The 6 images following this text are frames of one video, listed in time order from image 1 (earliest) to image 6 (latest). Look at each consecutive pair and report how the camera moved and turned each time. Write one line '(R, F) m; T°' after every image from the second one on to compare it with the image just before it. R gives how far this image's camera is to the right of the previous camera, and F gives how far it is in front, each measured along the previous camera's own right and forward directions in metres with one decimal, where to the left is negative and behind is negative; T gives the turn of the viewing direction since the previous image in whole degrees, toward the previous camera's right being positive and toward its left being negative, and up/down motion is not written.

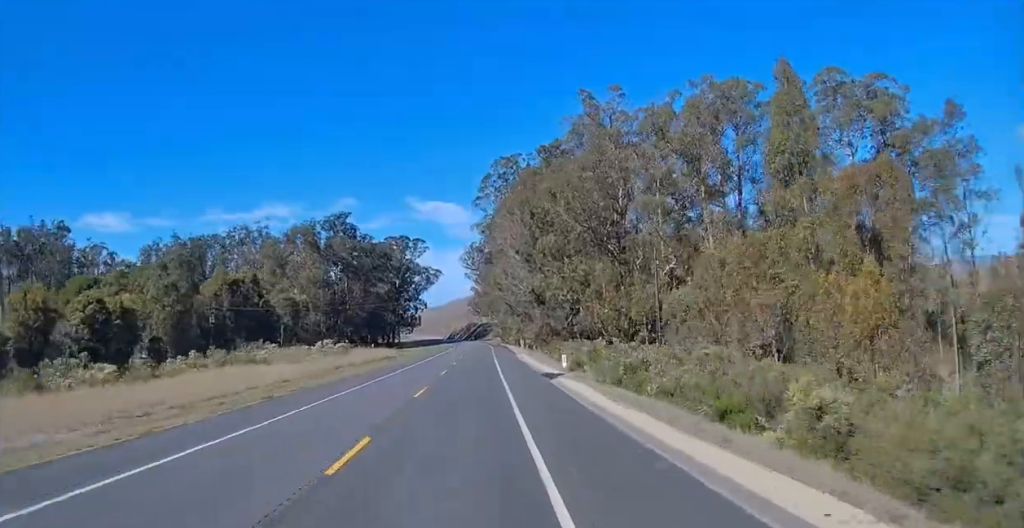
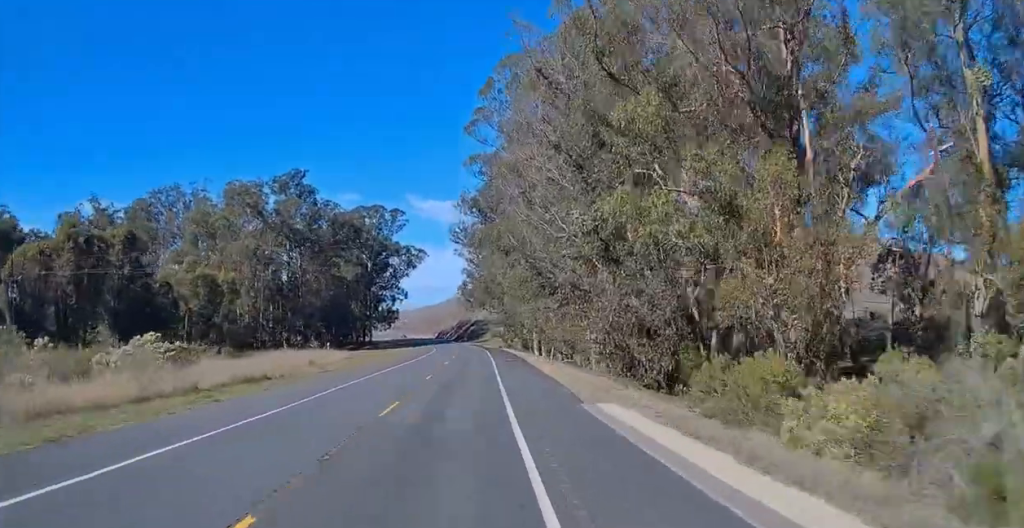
(+0.7, +51.3) m; 0°
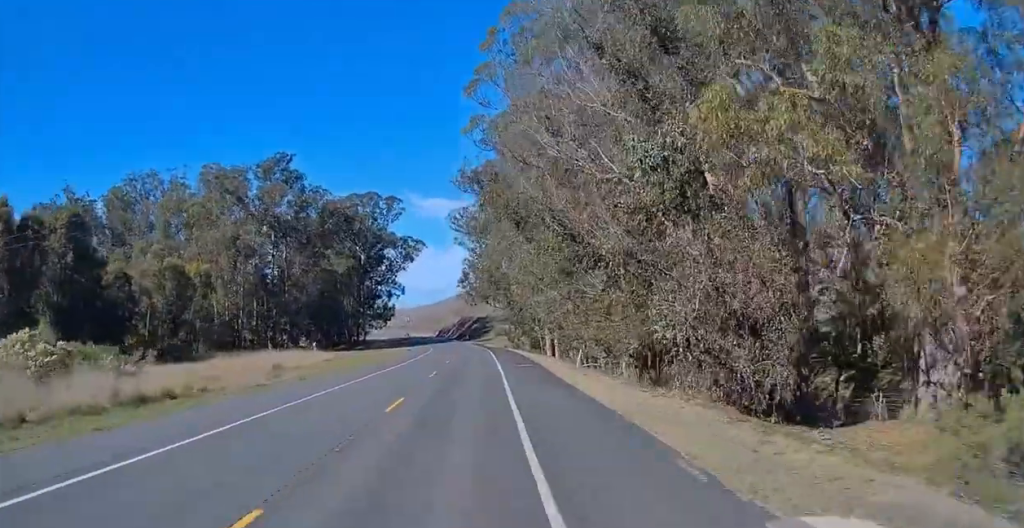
(-0.3, +15.6) m; -1°
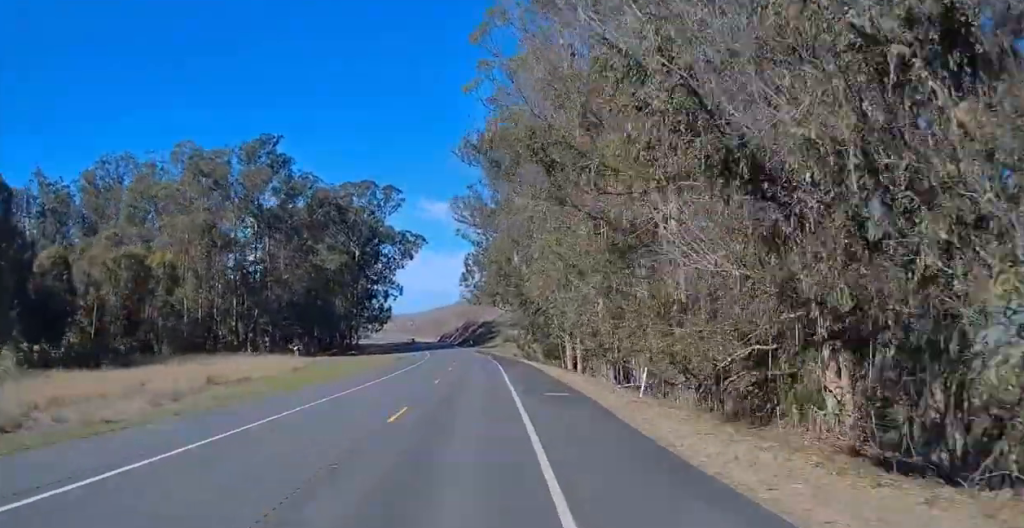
(-0.1, +16.2) m; 0°
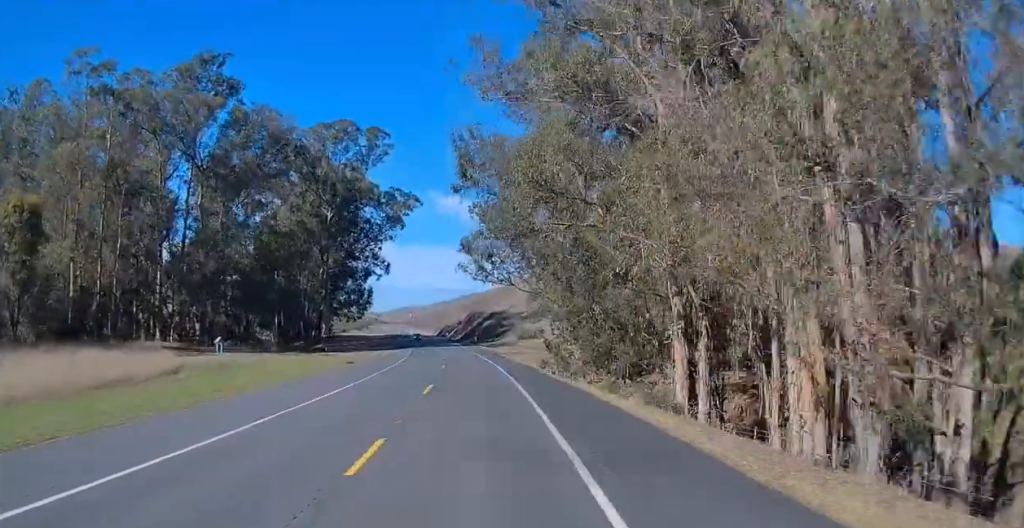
(+0.1, +35.0) m; -1°
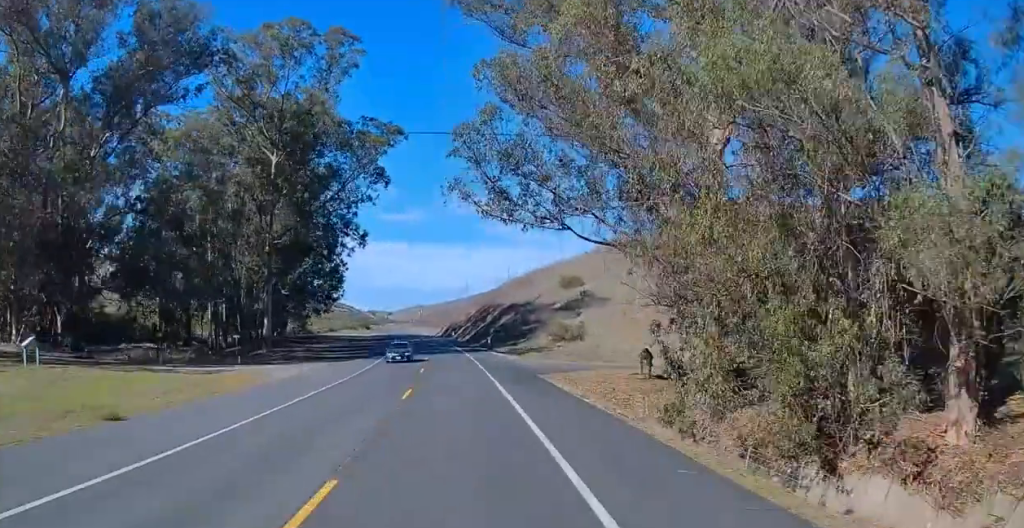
(-1.0, +37.3) m; -3°
